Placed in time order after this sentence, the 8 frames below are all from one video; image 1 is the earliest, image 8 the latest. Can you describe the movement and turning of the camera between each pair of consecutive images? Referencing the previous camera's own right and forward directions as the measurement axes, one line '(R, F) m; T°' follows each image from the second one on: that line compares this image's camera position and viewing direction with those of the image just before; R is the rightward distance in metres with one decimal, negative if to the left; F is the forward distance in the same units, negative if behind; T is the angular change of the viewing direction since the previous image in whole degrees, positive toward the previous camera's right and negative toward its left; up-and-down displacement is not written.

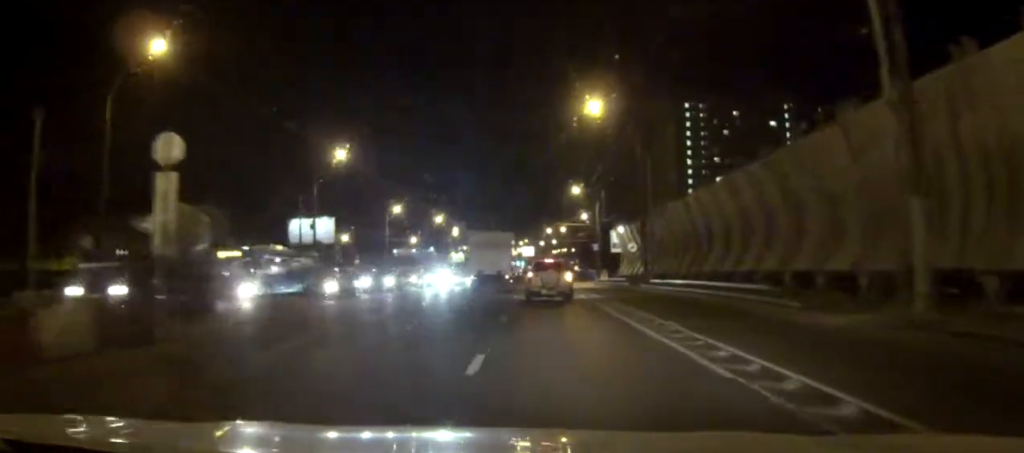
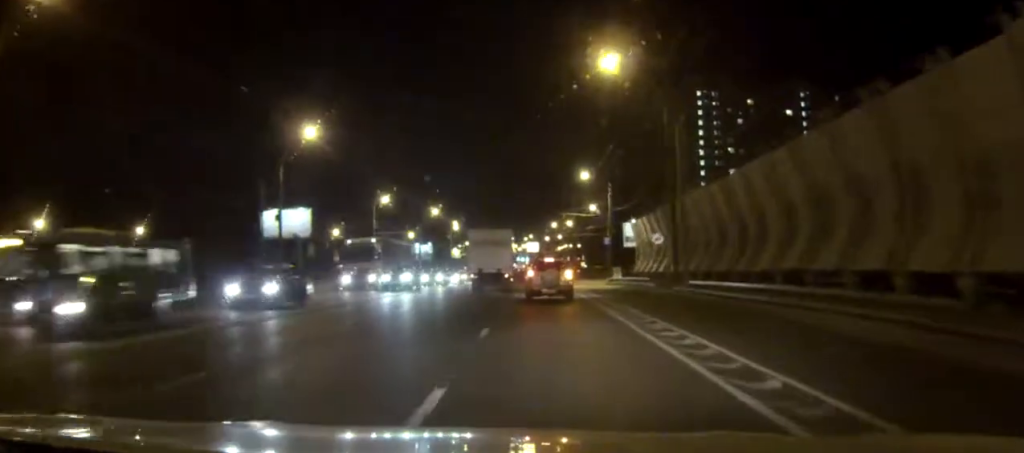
(0.0, +10.2) m; -1°
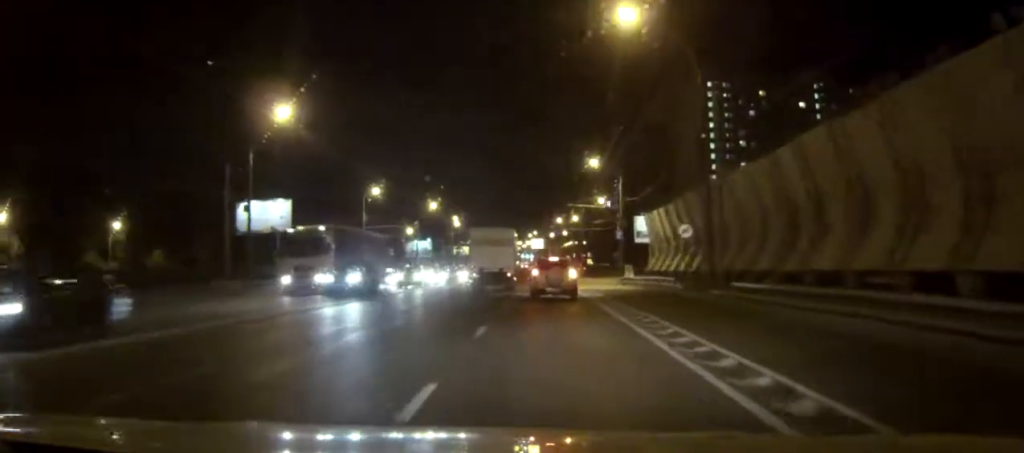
(0.0, +7.6) m; 0°
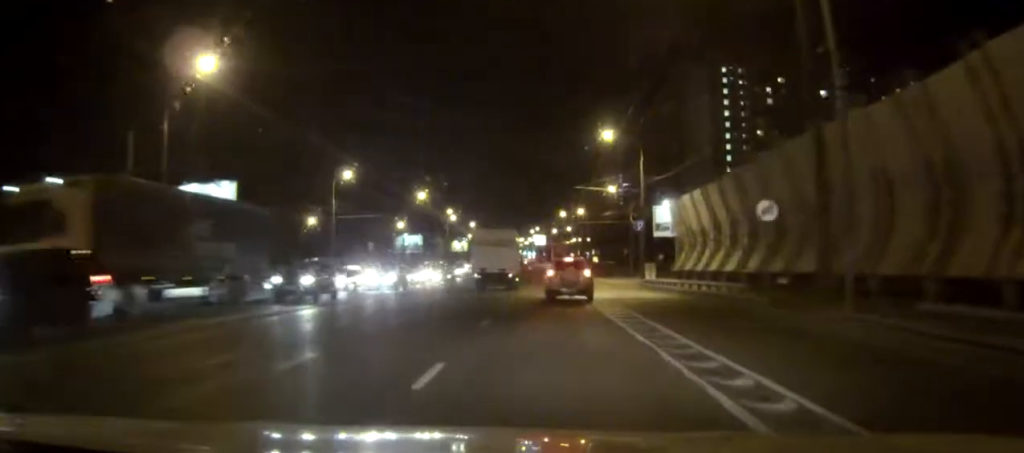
(-0.1, +14.1) m; 0°
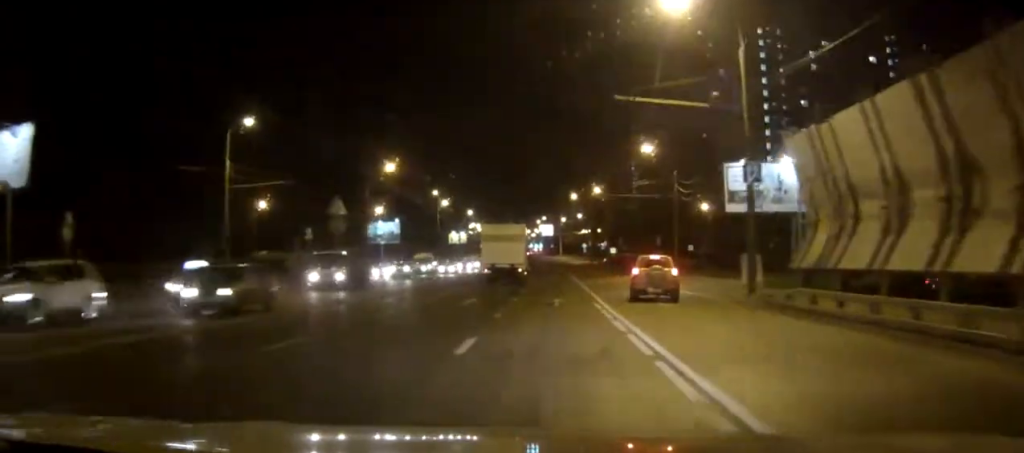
(-0.1, +30.0) m; 0°
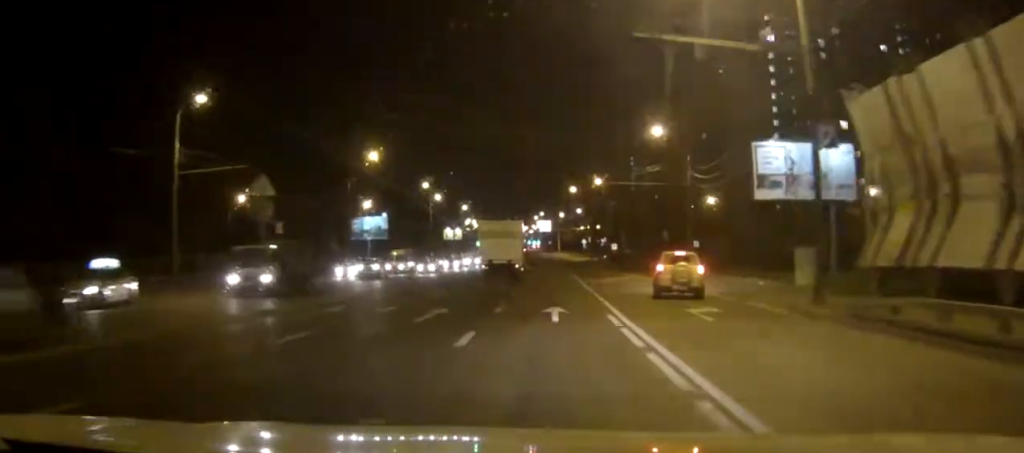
(0.0, +8.2) m; 0°
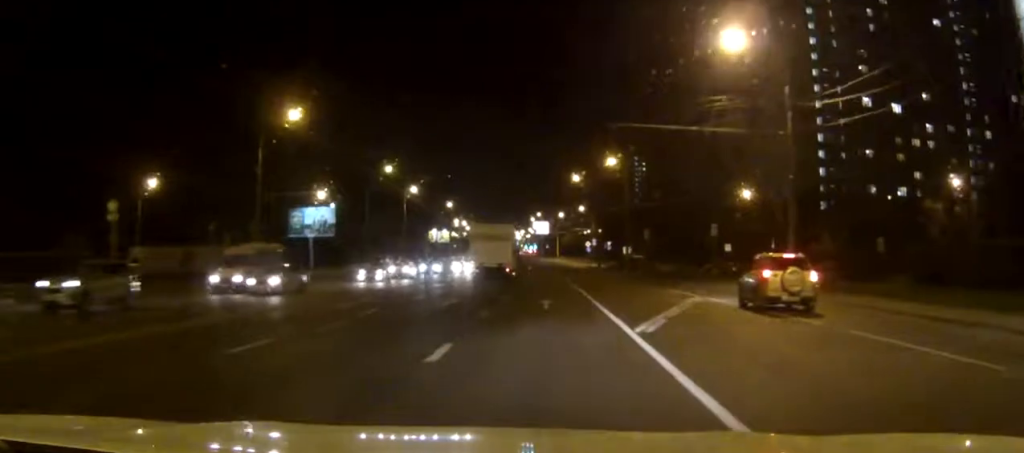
(0.0, +31.0) m; 0°
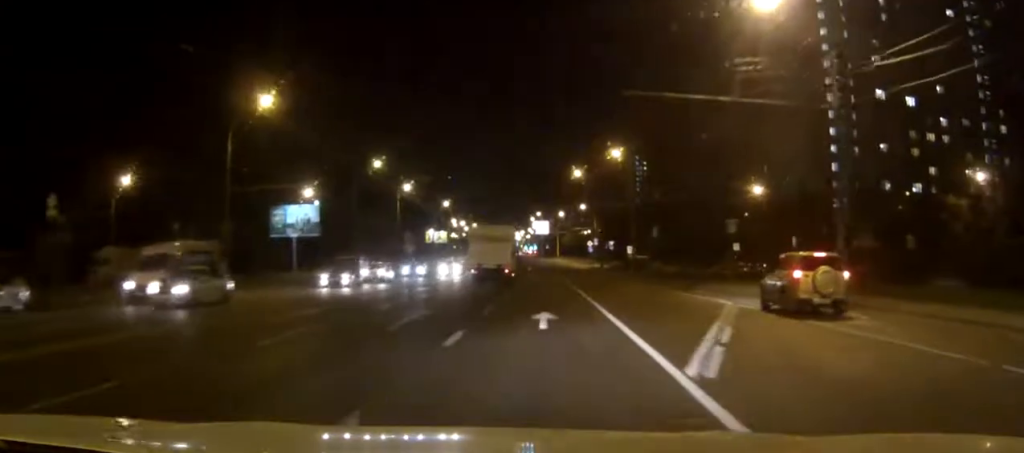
(0.0, +6.8) m; 0°
